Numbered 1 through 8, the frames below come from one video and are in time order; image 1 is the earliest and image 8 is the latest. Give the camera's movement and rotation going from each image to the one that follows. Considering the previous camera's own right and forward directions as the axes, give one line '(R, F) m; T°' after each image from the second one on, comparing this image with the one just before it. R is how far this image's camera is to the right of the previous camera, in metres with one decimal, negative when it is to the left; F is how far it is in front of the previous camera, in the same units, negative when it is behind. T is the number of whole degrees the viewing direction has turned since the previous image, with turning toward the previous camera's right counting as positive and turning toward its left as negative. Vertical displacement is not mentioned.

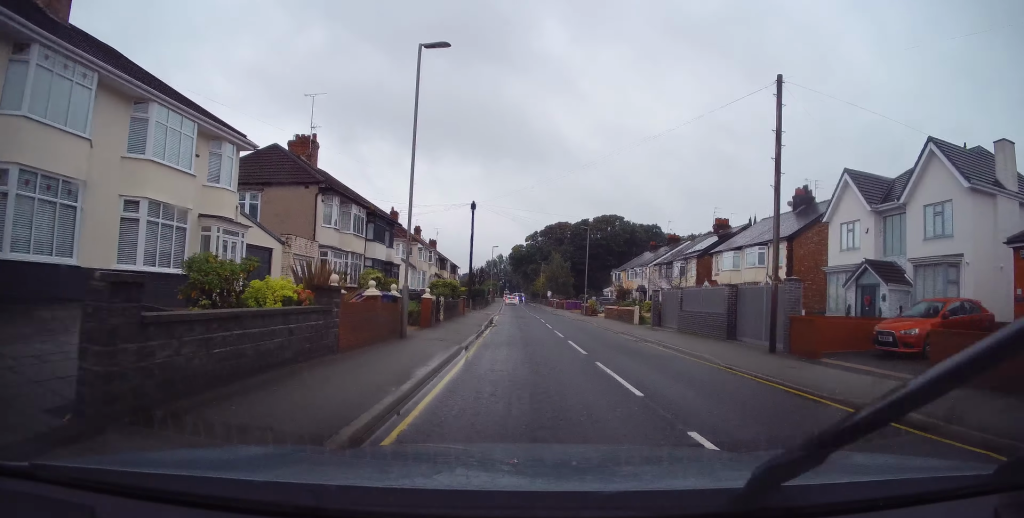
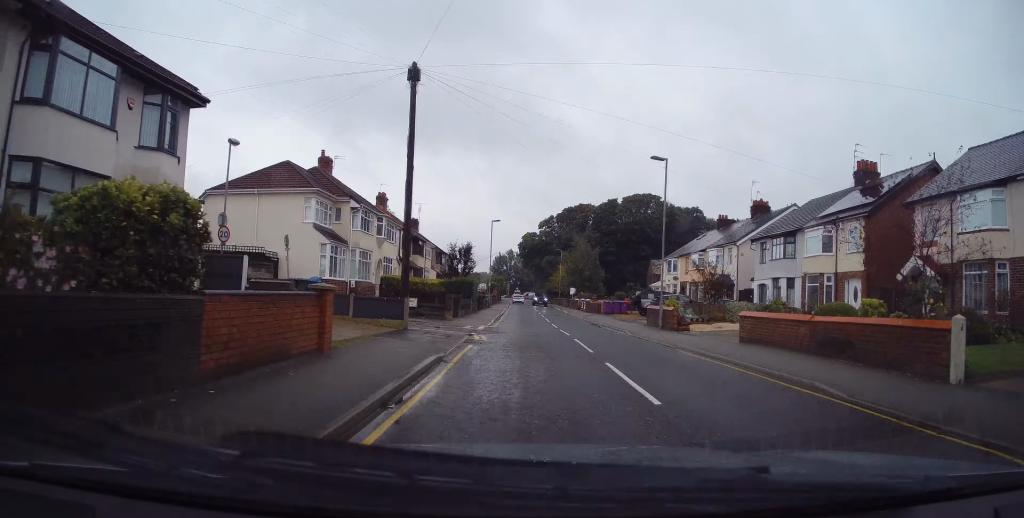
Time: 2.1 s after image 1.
(+0.2, +24.5) m; +1°
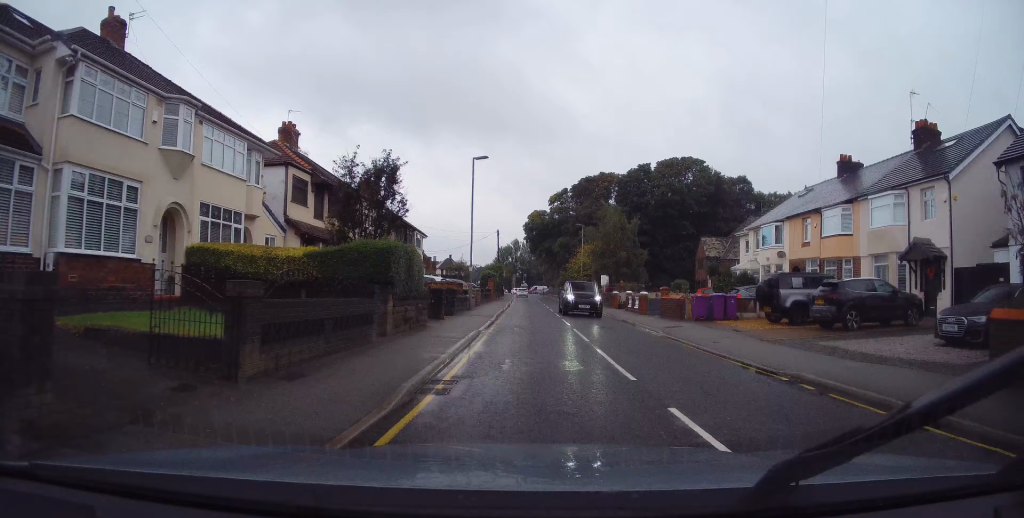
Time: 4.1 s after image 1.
(-0.5, +22.1) m; -3°
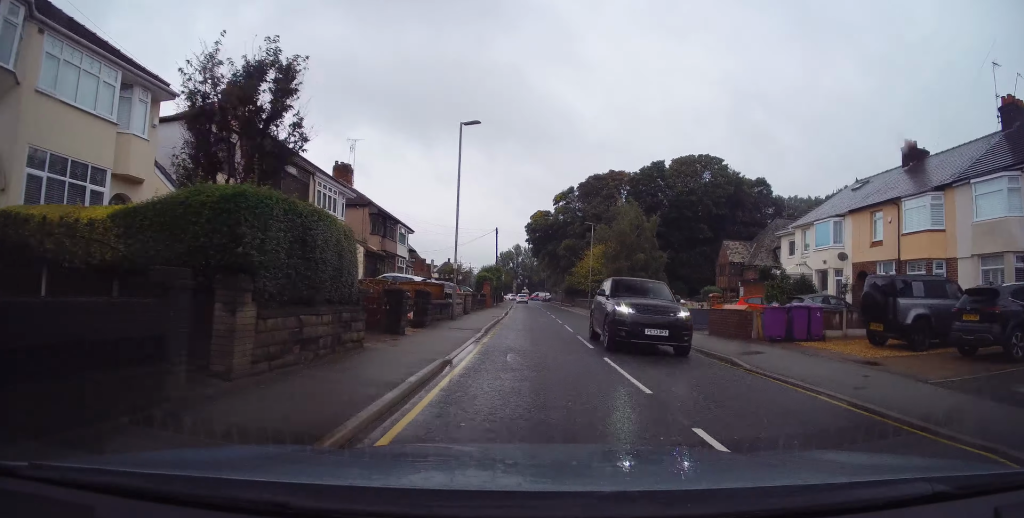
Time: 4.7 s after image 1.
(-0.1, +6.9) m; -1°
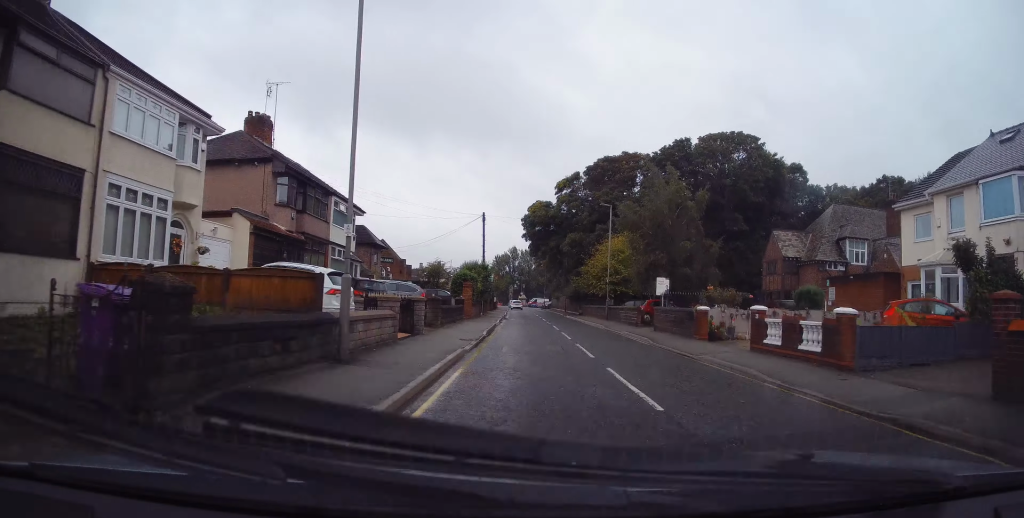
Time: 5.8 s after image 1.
(+0.2, +12.9) m; +2°
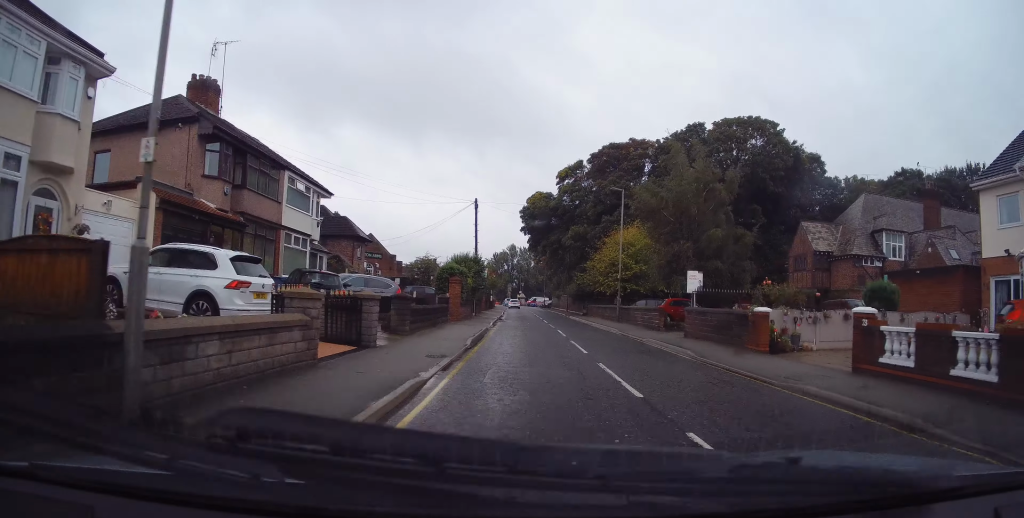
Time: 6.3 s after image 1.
(+0.2, +5.2) m; 0°
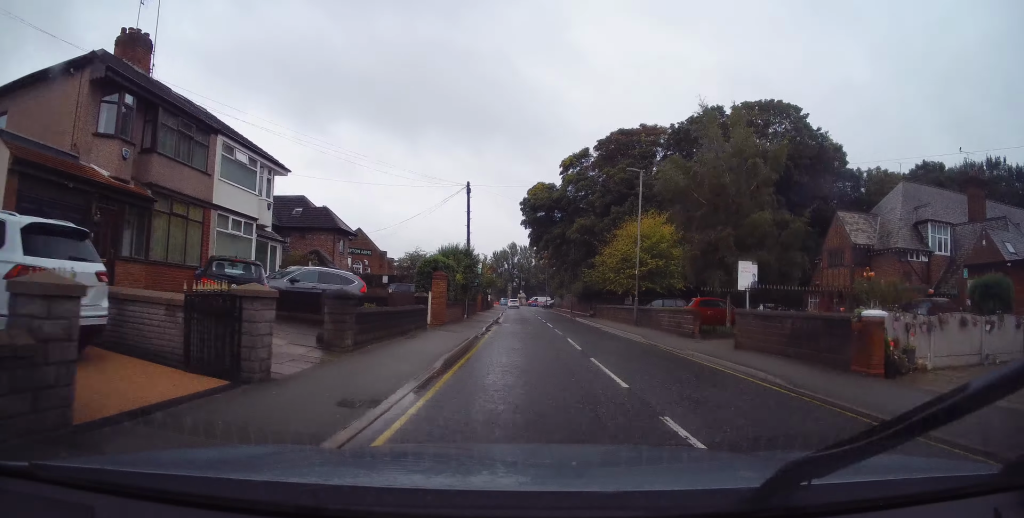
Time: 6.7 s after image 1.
(0.0, +5.1) m; 0°
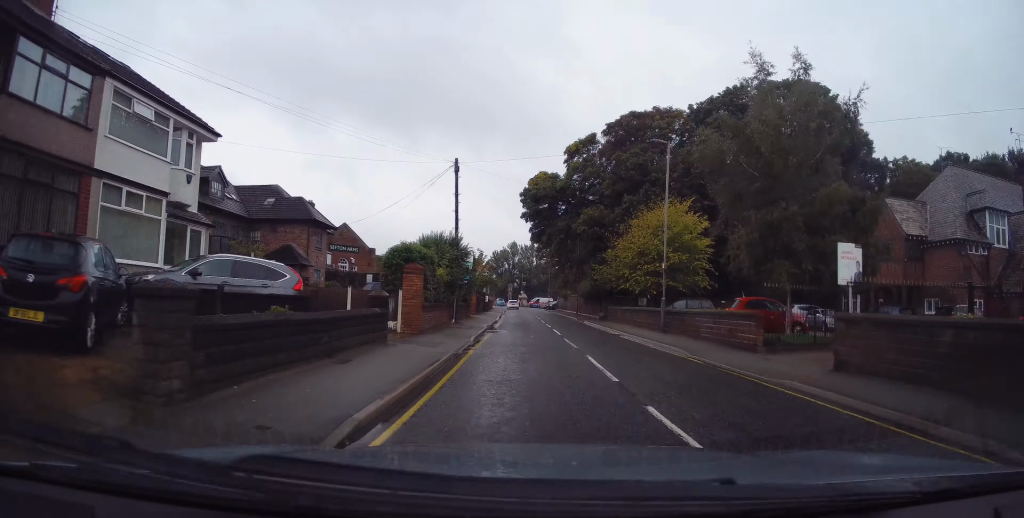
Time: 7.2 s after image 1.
(-0.2, +5.5) m; +1°
